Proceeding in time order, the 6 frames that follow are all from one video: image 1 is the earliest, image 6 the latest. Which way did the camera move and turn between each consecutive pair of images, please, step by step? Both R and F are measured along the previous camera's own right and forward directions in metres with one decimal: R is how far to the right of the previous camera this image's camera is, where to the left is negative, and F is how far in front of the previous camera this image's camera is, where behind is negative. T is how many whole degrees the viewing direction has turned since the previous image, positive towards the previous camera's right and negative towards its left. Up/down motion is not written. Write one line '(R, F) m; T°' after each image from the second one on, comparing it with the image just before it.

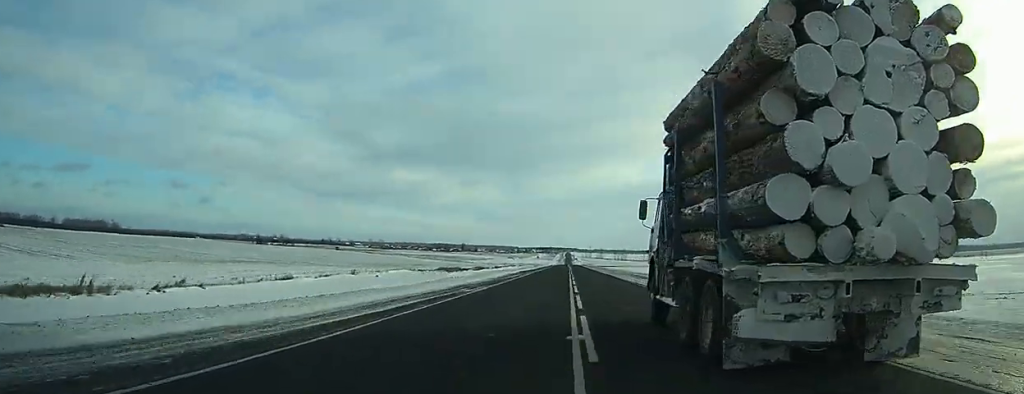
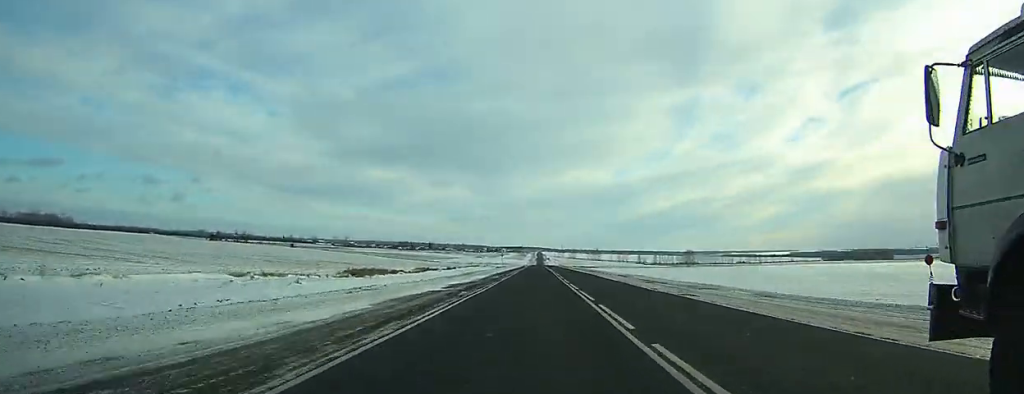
(+0.4, +52.0) m; +1°
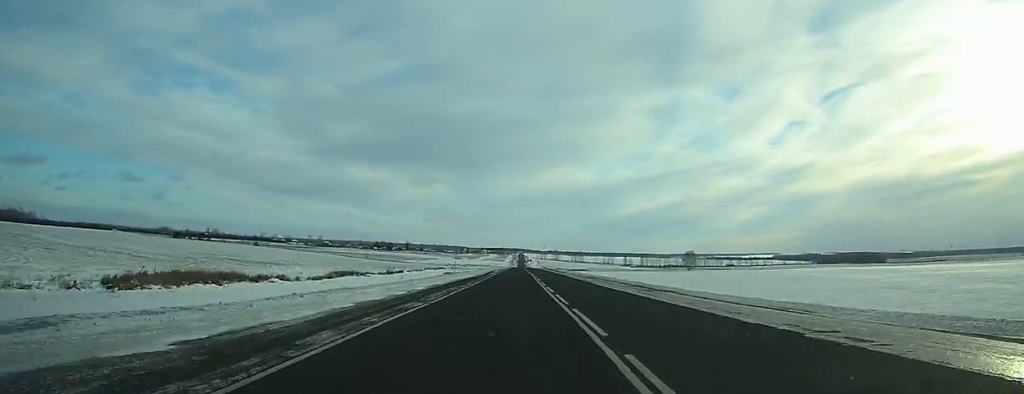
(+0.6, +49.9) m; +1°
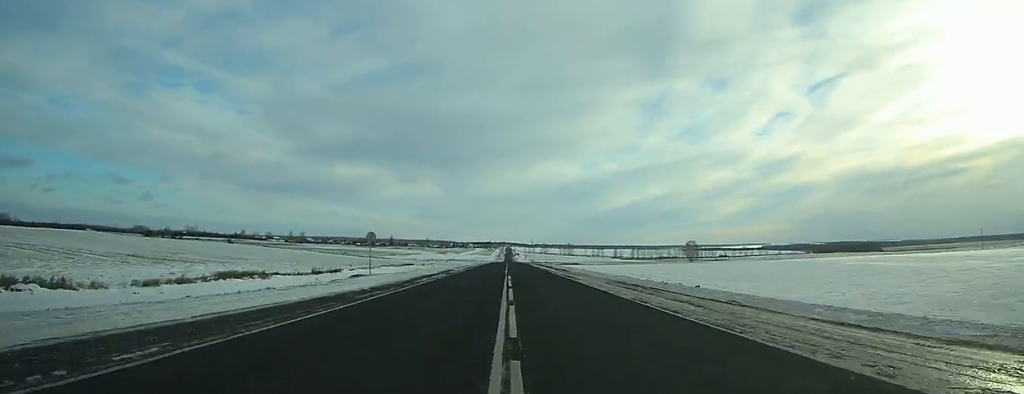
(+0.1, +33.5) m; 0°
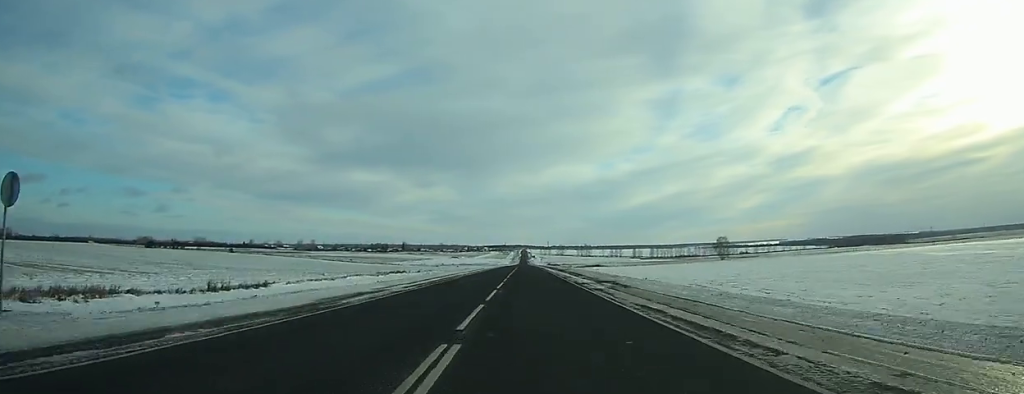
(0.0, +29.5) m; 0°
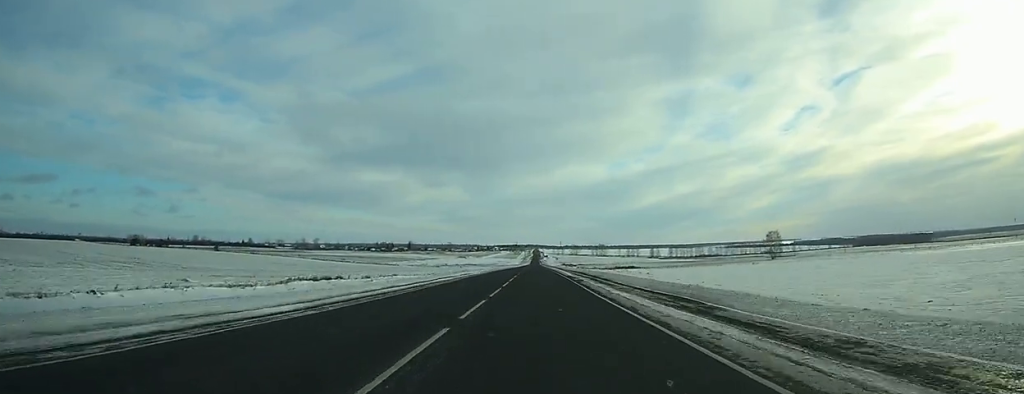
(-0.4, +49.0) m; -1°
